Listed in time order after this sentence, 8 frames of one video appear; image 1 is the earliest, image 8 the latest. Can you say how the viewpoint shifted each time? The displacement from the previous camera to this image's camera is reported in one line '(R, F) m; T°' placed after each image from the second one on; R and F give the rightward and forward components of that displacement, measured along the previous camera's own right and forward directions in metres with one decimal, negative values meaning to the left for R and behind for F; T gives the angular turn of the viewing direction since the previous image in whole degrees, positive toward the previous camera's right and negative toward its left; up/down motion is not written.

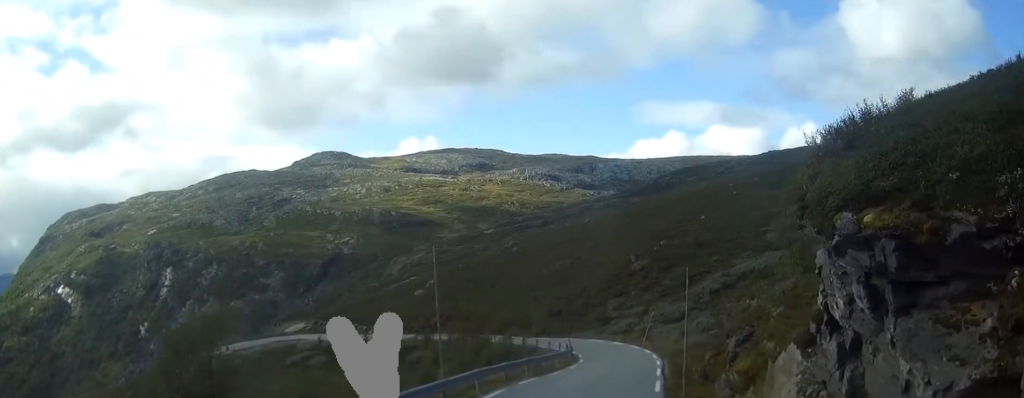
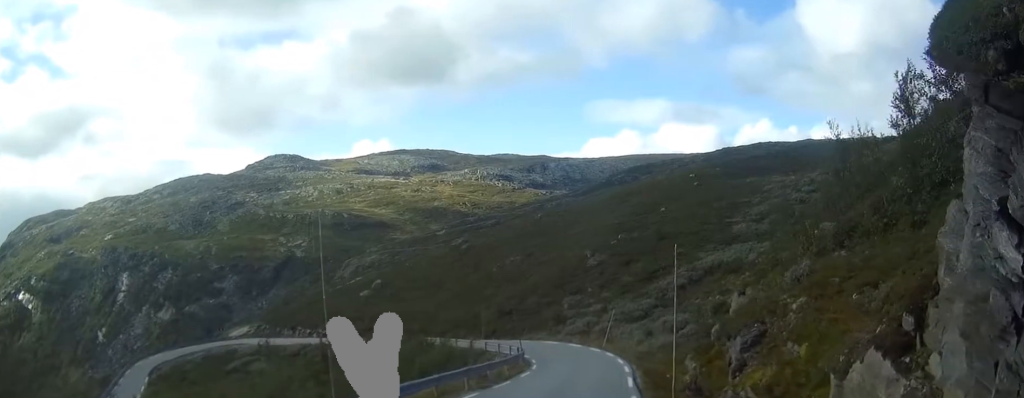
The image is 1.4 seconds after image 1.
(-0.2, +6.9) m; -3°
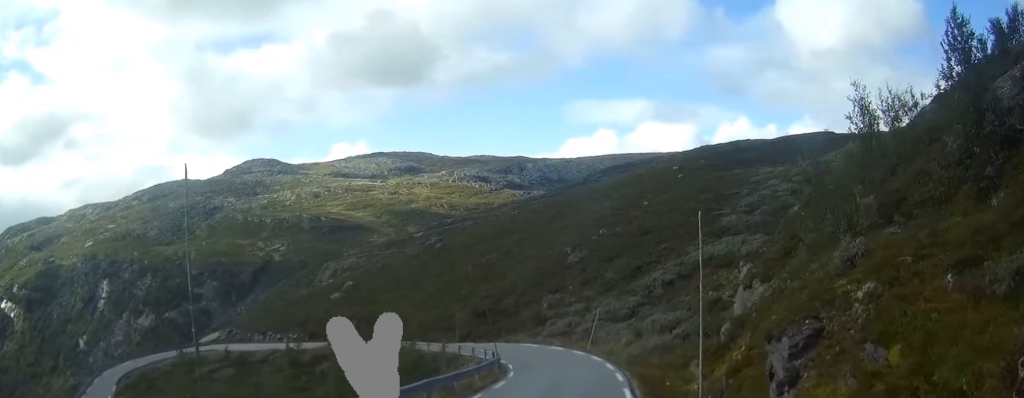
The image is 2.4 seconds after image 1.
(-0.1, +5.4) m; +4°
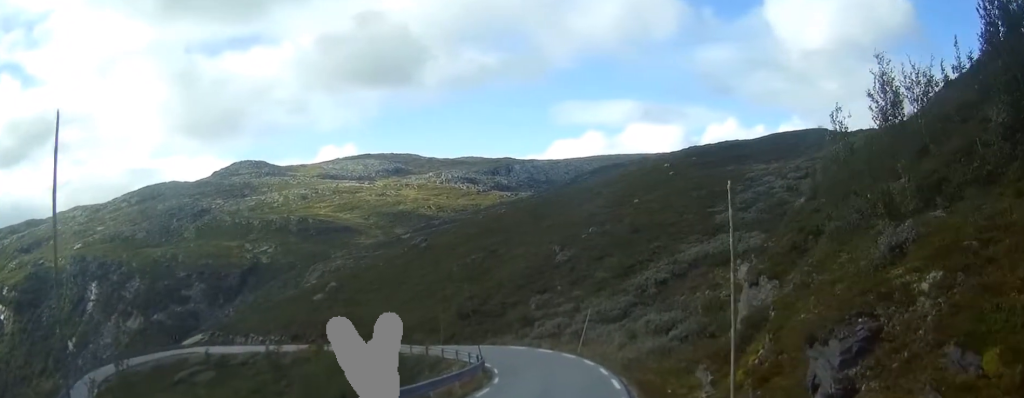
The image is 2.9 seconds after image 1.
(+0.2, +3.0) m; +3°
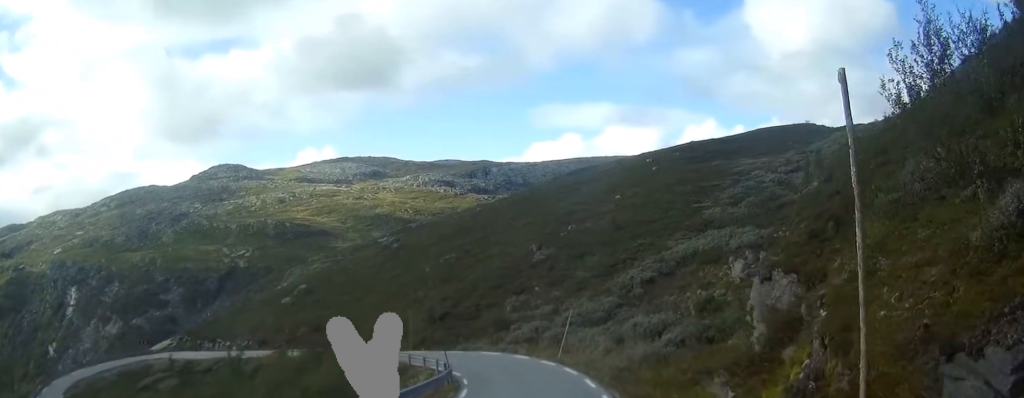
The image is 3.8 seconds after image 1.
(+0.2, +5.0) m; +3°
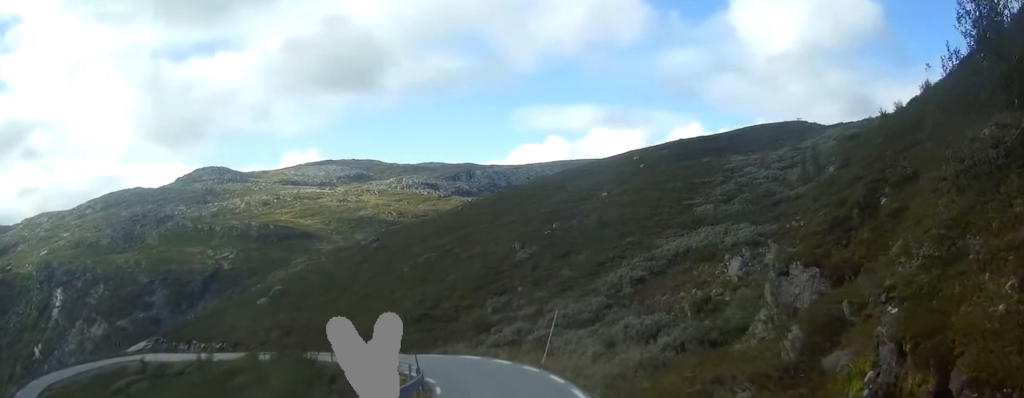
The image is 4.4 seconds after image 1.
(+0.1, +3.7) m; 0°
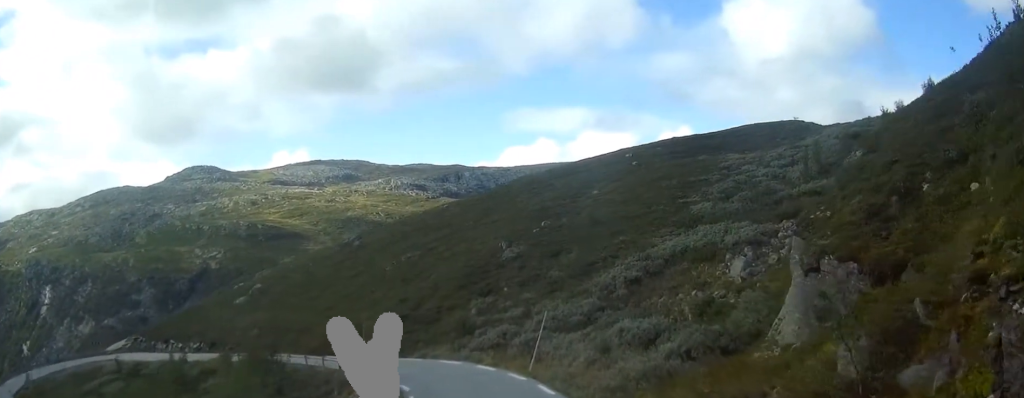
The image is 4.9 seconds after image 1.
(0.0, +3.6) m; -1°
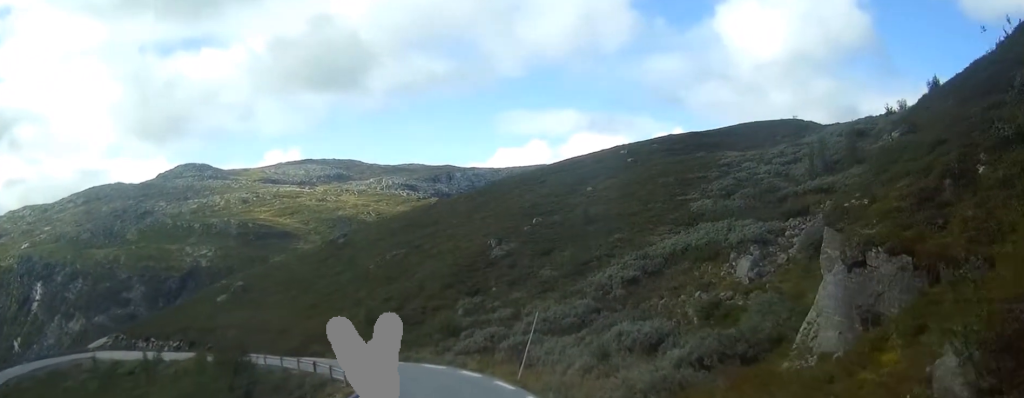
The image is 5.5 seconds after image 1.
(0.0, +3.4) m; -1°
